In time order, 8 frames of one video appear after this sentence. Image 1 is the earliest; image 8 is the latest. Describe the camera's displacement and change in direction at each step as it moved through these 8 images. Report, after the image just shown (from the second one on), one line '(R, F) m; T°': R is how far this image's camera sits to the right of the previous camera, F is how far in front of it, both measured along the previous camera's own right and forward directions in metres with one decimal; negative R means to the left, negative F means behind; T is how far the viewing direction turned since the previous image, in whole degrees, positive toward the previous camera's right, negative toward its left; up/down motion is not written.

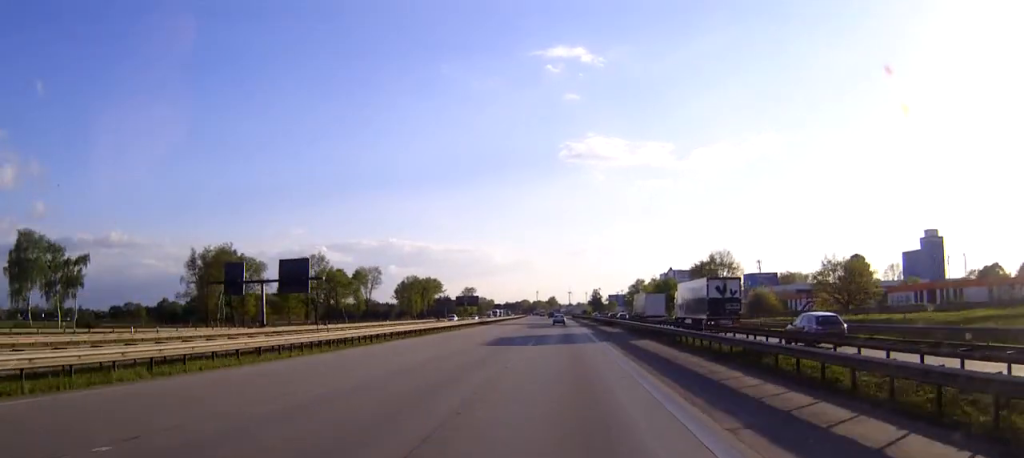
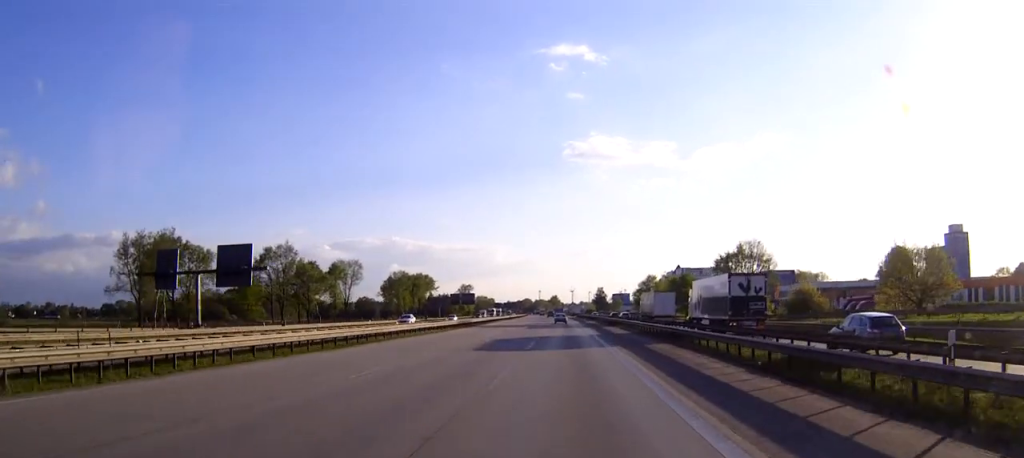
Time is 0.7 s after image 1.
(-0.1, +20.8) m; 0°
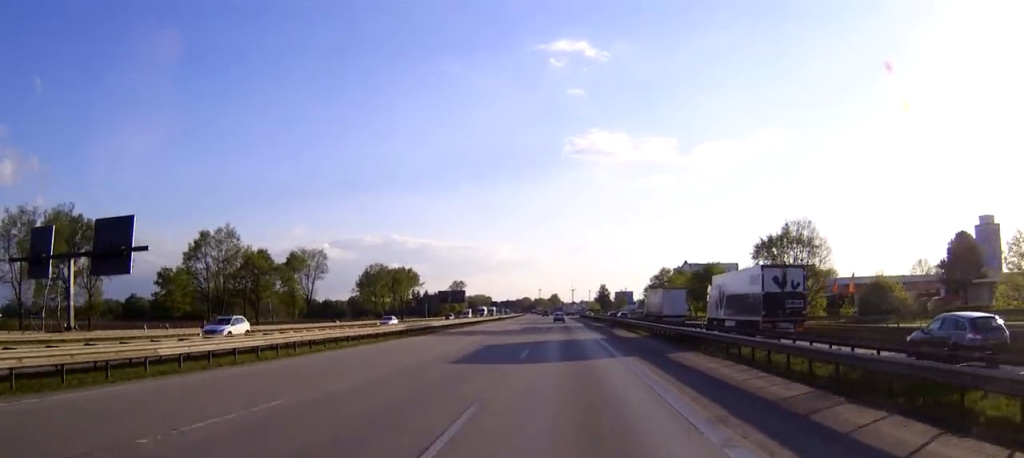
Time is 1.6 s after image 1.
(-0.1, +25.7) m; 0°
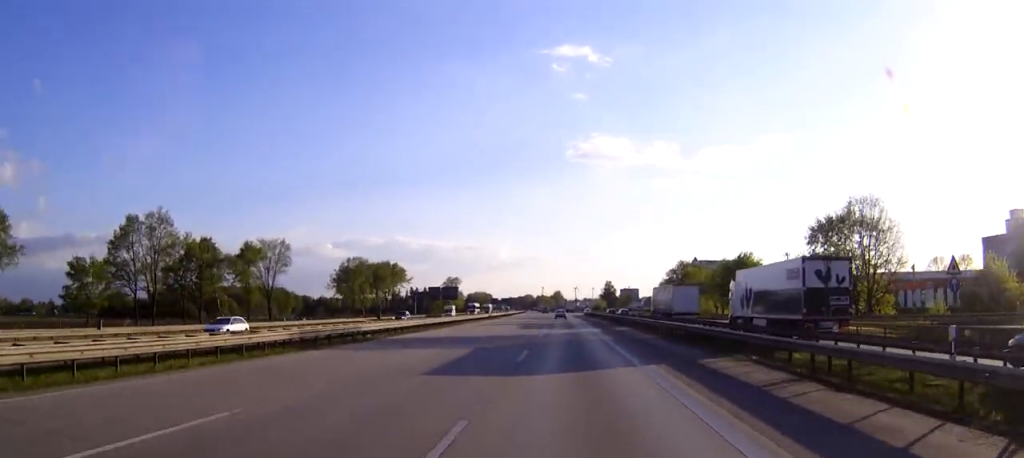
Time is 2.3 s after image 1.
(-0.1, +21.7) m; 0°
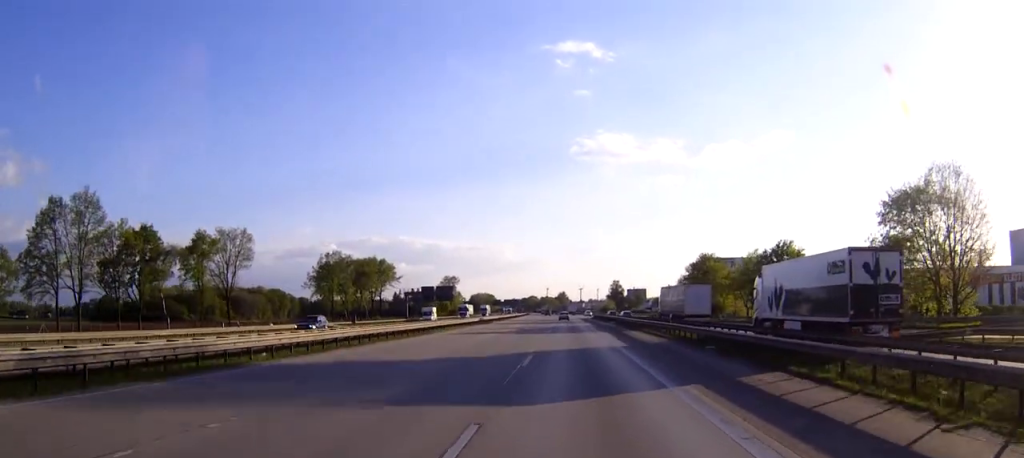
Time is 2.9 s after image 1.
(0.0, +17.7) m; 0°
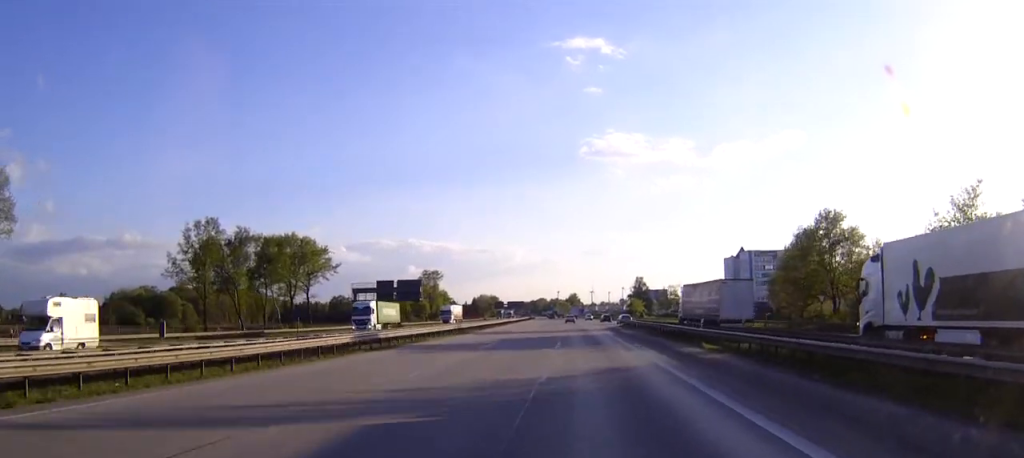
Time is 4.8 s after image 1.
(-0.3, +57.3) m; -1°
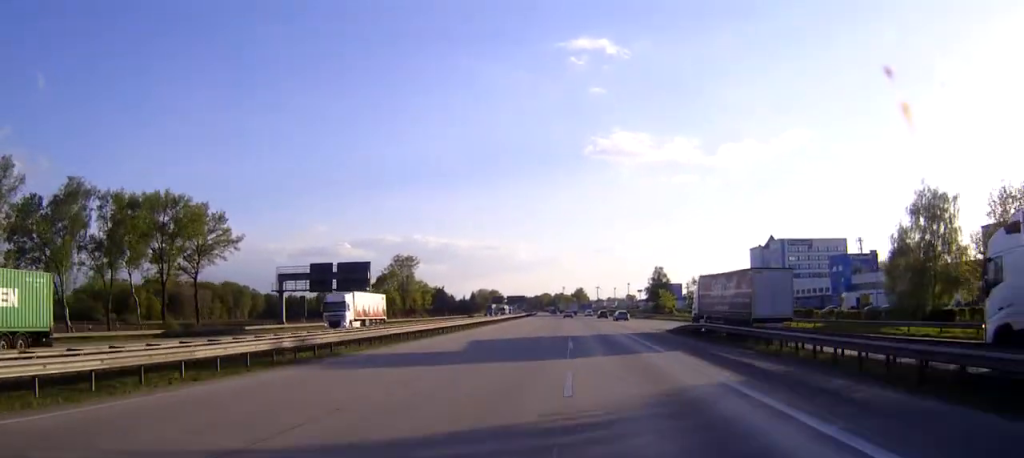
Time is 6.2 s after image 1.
(-0.1, +40.4) m; 0°
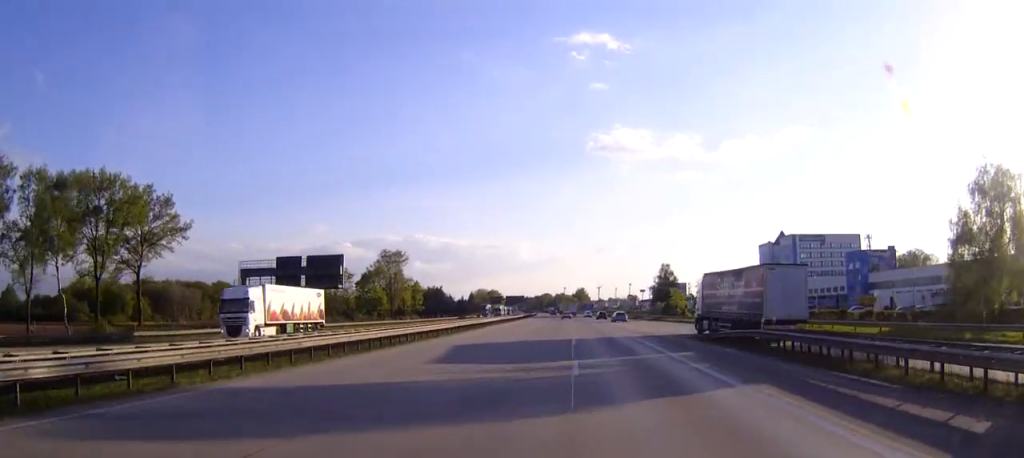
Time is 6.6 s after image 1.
(0.0, +12.8) m; 0°
